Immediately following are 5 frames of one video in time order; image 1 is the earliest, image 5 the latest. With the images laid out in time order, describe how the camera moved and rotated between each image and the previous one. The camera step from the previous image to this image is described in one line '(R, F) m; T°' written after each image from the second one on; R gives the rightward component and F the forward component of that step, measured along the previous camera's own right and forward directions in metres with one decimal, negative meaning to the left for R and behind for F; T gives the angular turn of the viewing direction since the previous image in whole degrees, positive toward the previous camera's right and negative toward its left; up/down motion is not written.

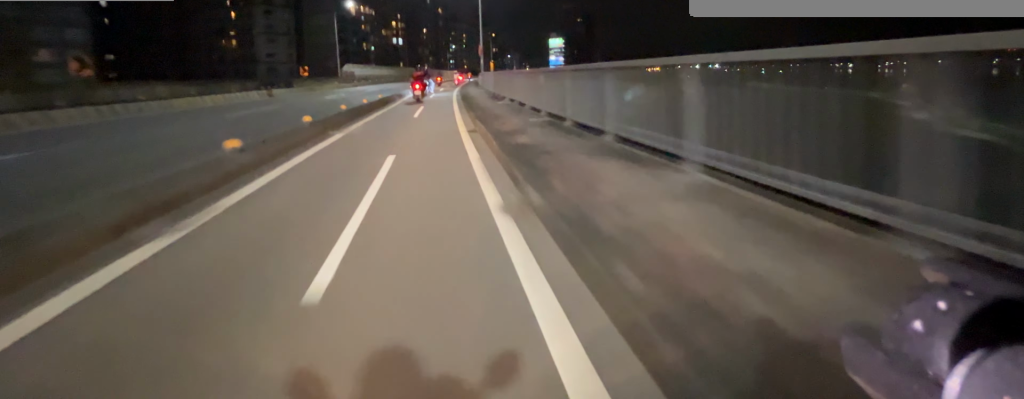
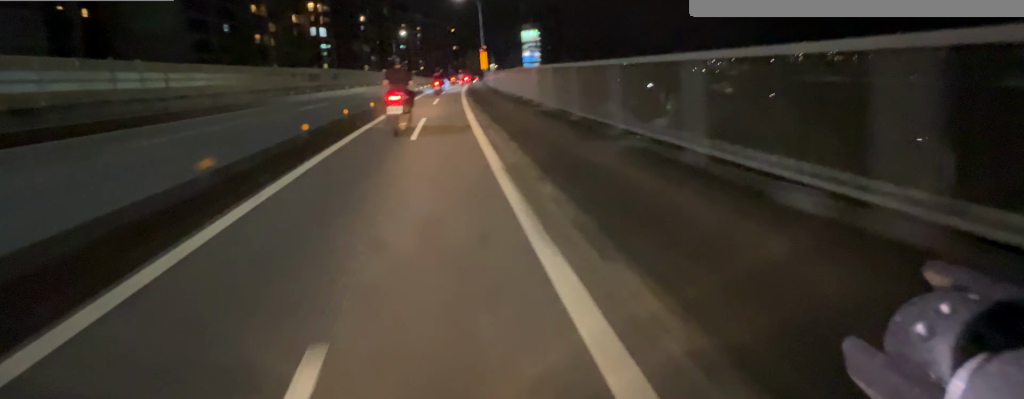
(+1.6, +52.7) m; +5°
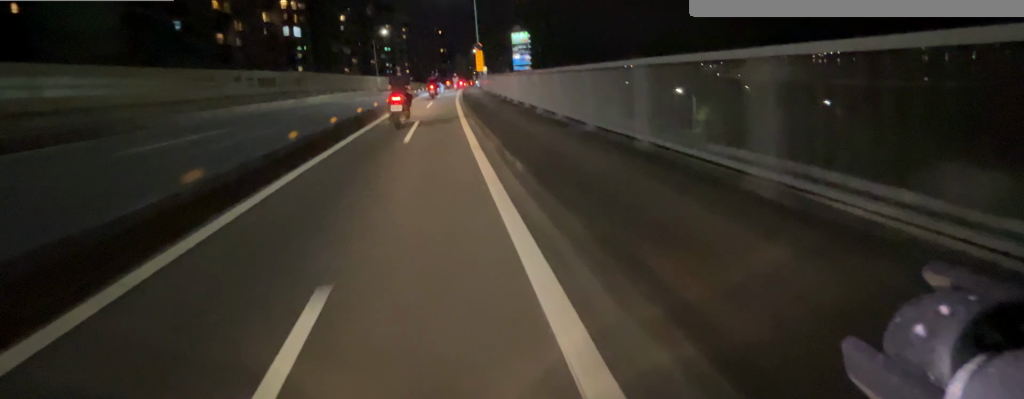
(+0.3, +10.6) m; +1°
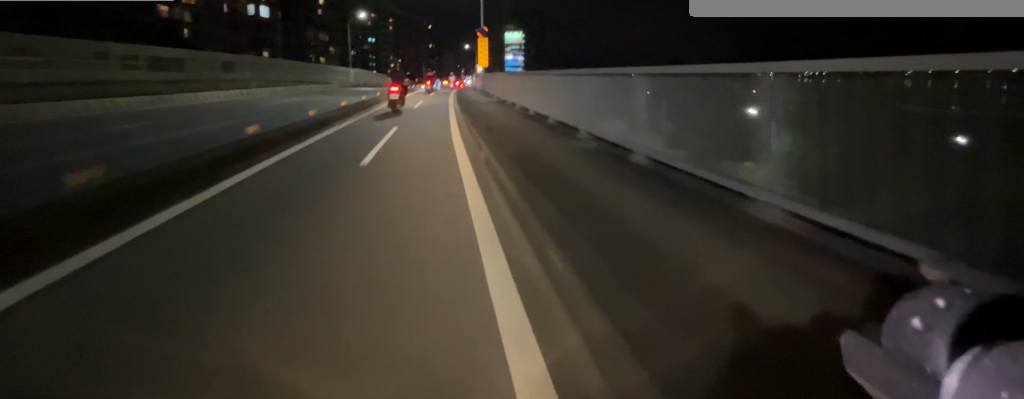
(+0.2, +14.1) m; +1°
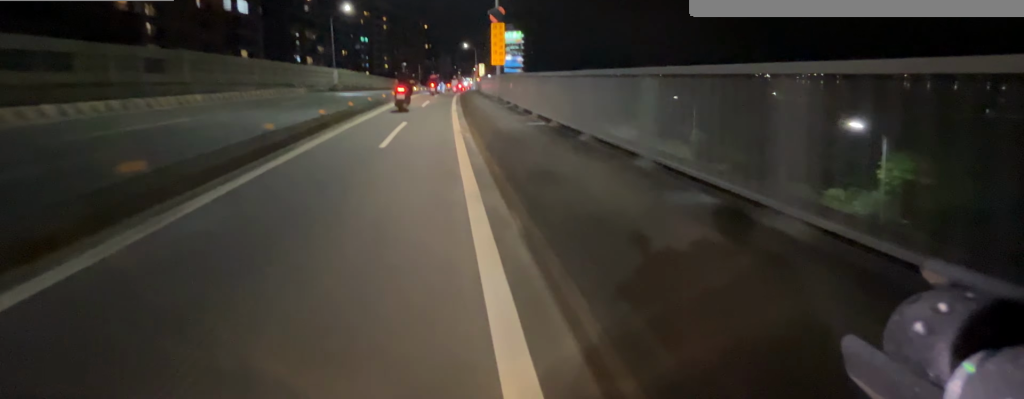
(0.0, +9.3) m; +1°
